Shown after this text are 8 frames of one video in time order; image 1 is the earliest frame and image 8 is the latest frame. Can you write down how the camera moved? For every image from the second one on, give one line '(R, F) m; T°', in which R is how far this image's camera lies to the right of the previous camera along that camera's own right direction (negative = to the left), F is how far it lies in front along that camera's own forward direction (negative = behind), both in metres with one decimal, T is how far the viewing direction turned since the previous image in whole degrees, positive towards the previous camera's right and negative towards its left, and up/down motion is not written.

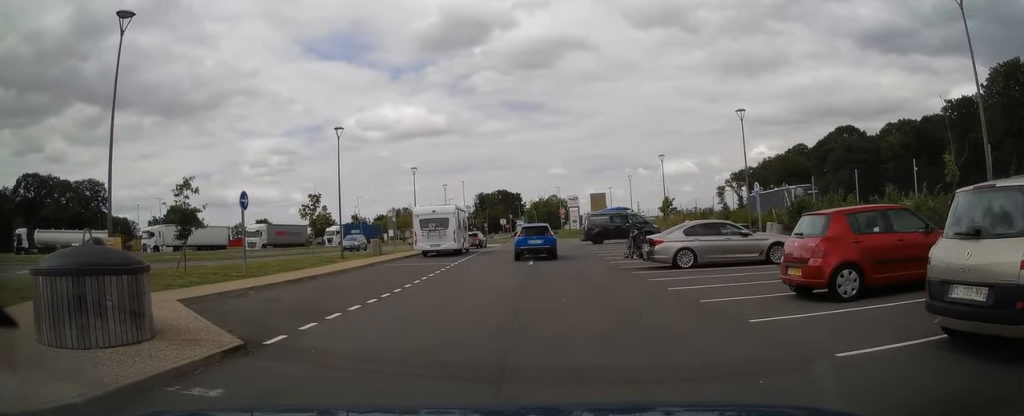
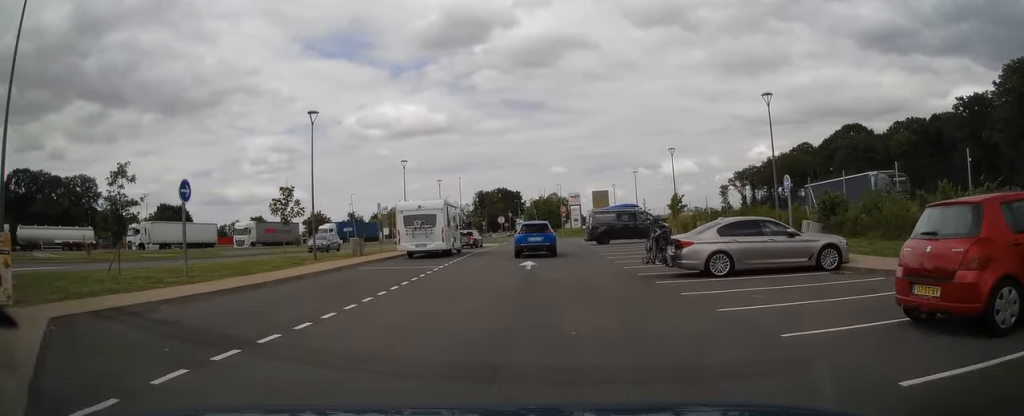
(0.0, +3.6) m; 0°
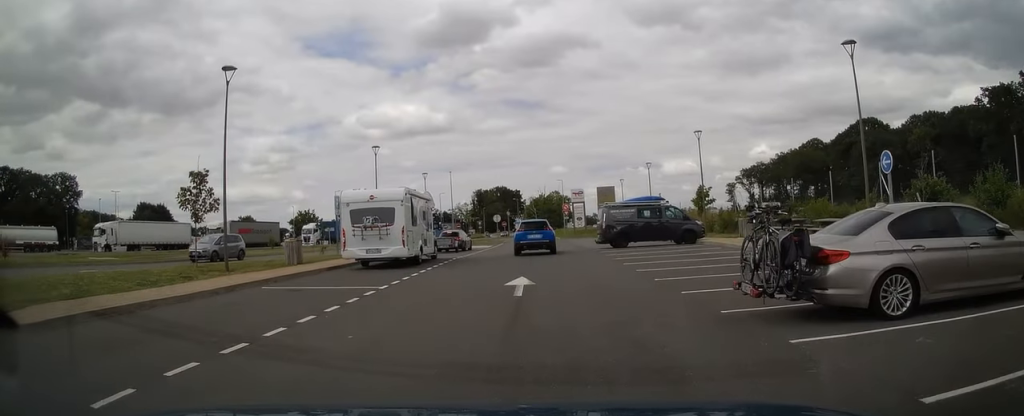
(0.0, +7.7) m; 0°
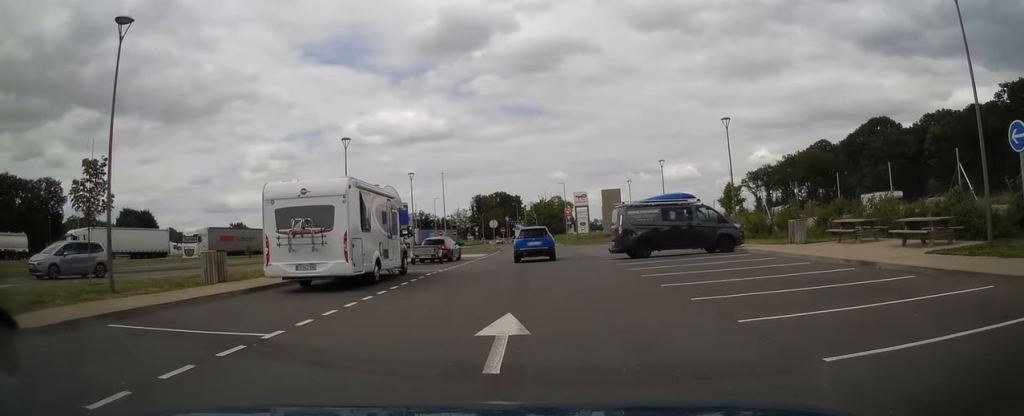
(0.0, +5.9) m; 0°
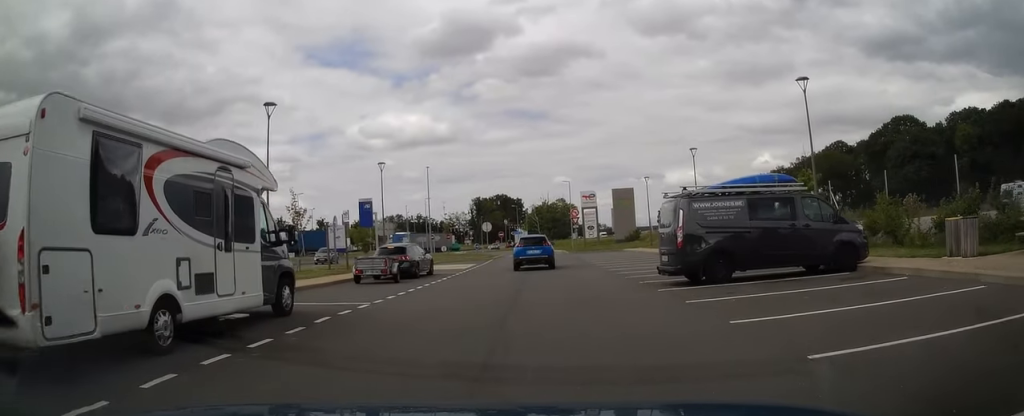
(-0.1, +9.7) m; -1°
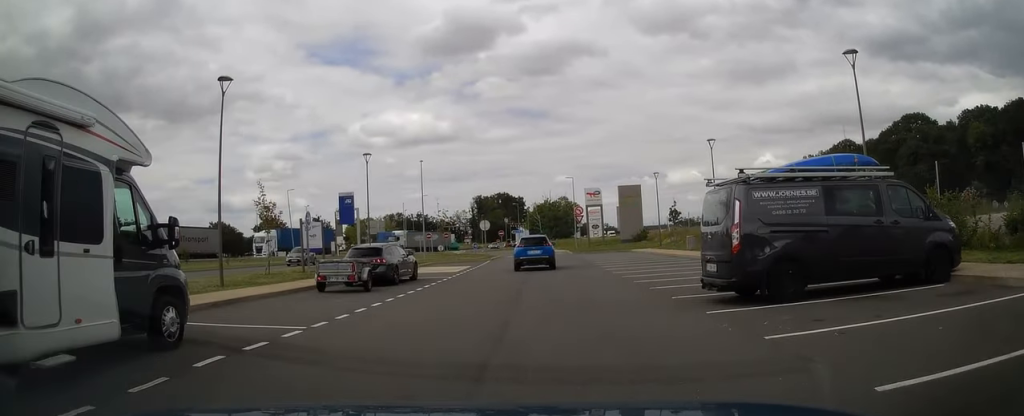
(0.0, +3.7) m; 0°
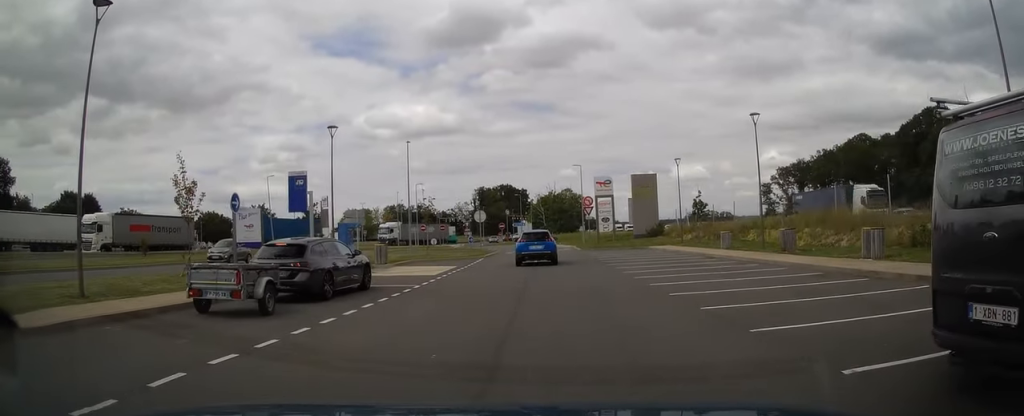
(0.0, +6.8) m; 0°
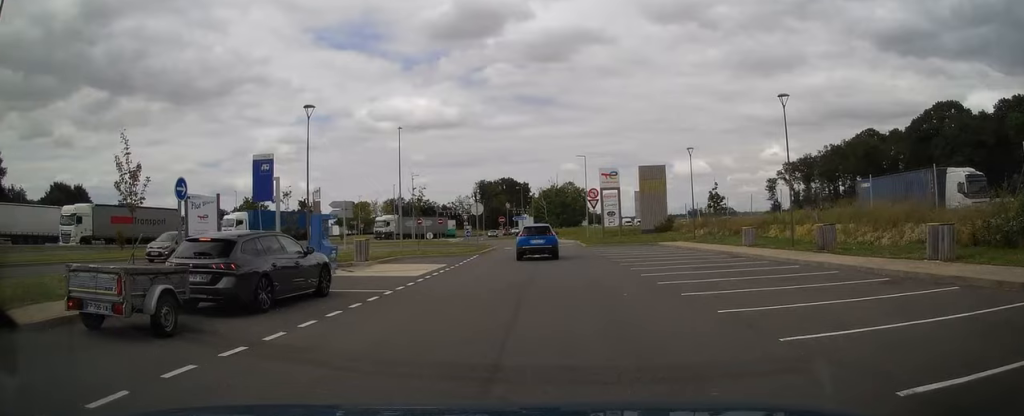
(0.0, +3.3) m; 0°
